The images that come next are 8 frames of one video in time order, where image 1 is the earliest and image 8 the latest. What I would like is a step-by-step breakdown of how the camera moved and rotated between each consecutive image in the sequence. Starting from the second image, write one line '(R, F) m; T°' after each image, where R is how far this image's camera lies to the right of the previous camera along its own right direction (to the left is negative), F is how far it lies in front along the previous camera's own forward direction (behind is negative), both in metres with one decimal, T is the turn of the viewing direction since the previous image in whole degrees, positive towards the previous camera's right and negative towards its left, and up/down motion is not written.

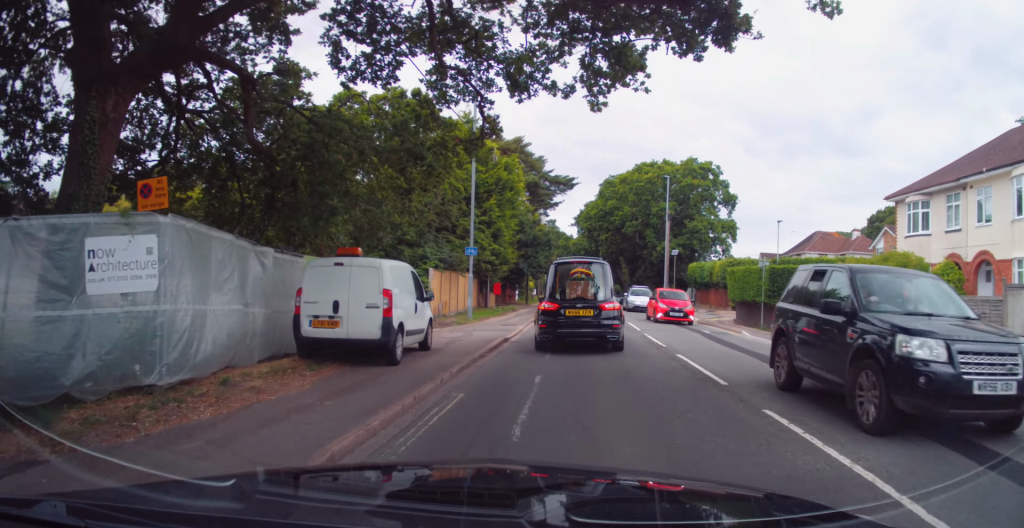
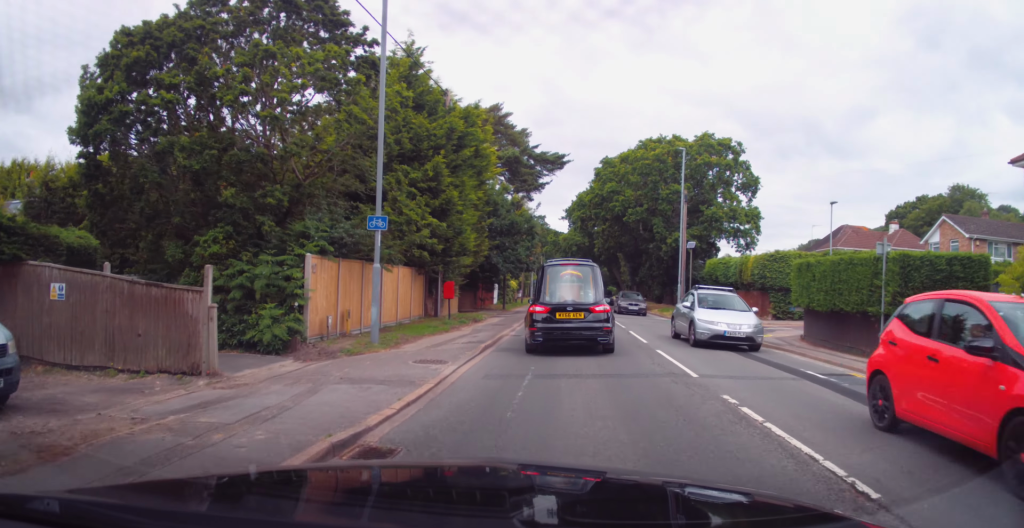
(-0.2, +10.7) m; 0°
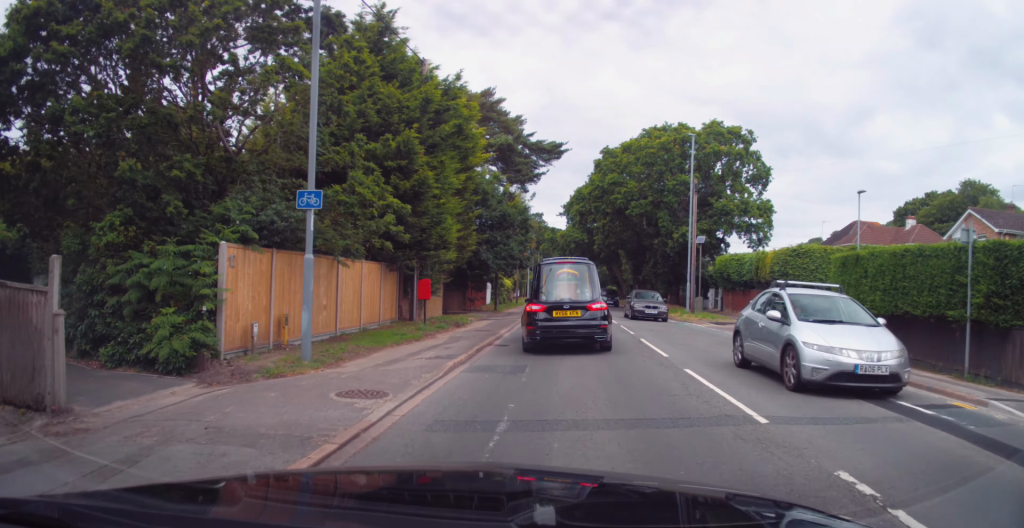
(+0.1, +3.7) m; +1°
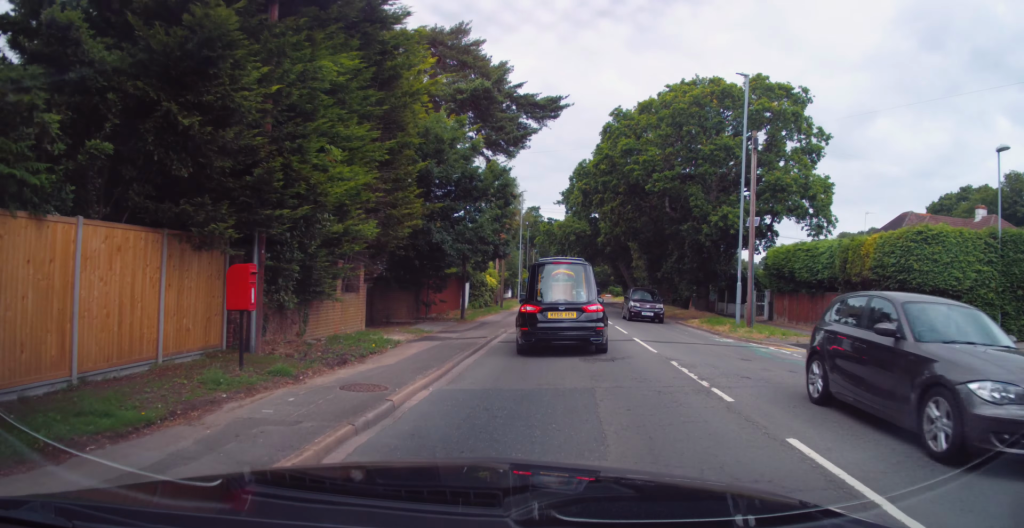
(+0.1, +11.1) m; -2°
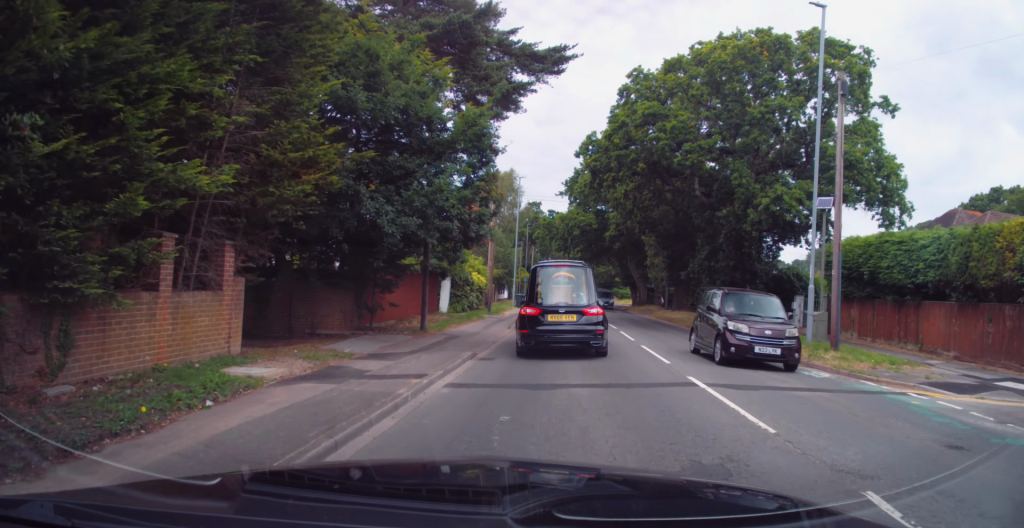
(-0.2, +7.5) m; 0°
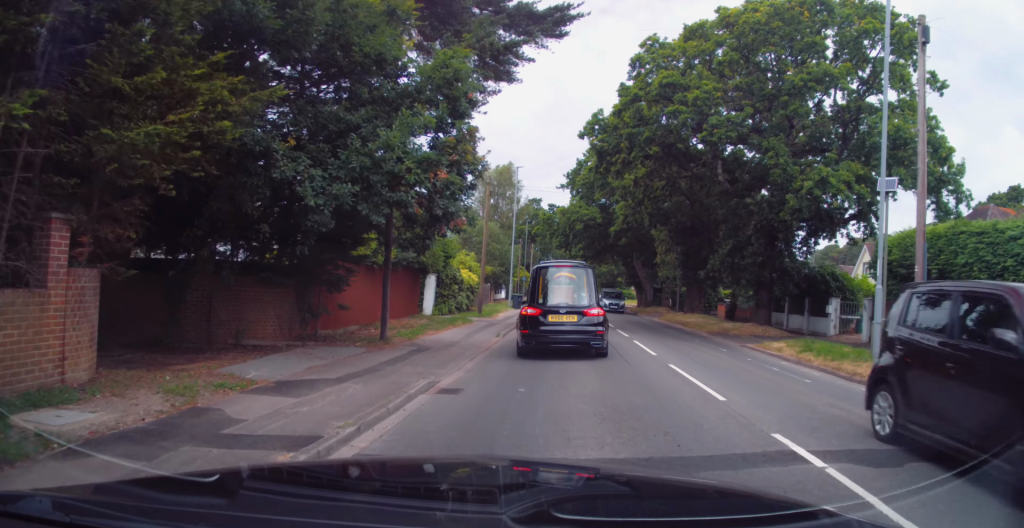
(+0.2, +4.1) m; 0°
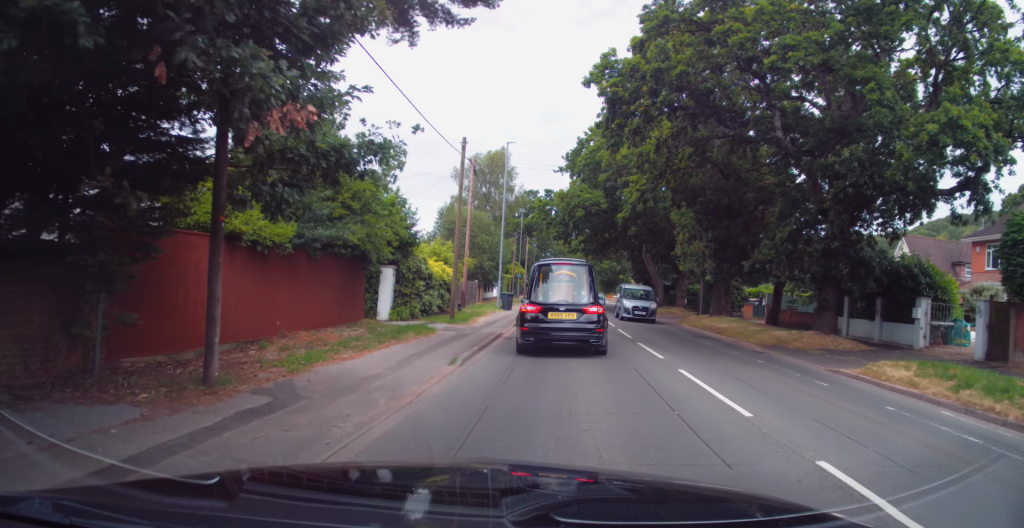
(0.0, +7.1) m; +1°
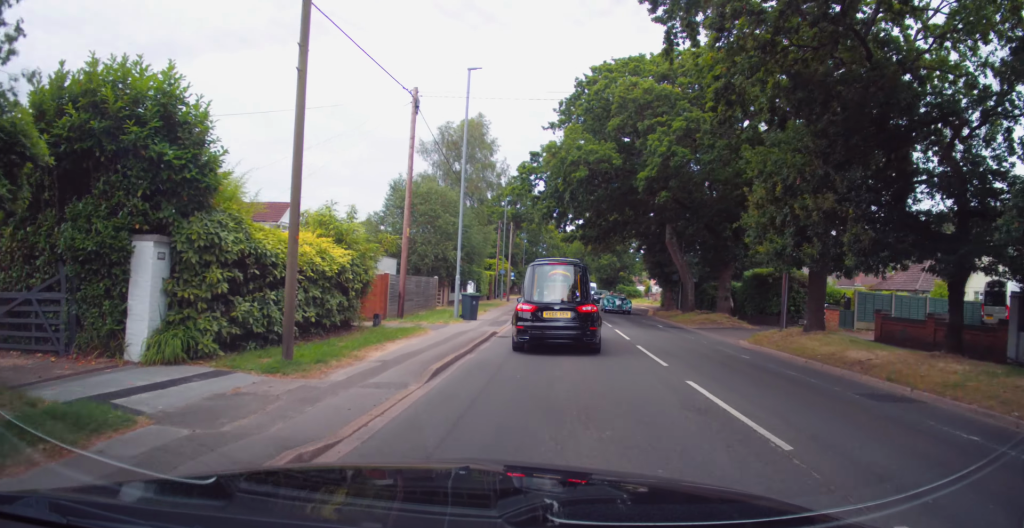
(+0.5, +13.6) m; +3°
